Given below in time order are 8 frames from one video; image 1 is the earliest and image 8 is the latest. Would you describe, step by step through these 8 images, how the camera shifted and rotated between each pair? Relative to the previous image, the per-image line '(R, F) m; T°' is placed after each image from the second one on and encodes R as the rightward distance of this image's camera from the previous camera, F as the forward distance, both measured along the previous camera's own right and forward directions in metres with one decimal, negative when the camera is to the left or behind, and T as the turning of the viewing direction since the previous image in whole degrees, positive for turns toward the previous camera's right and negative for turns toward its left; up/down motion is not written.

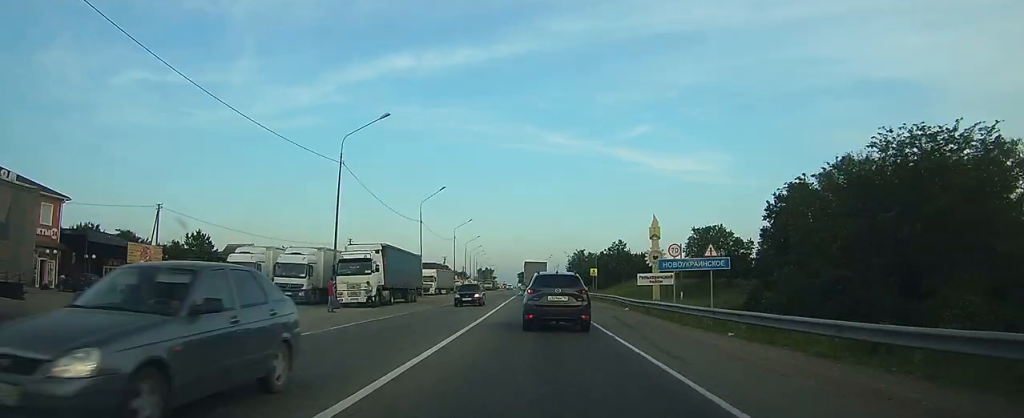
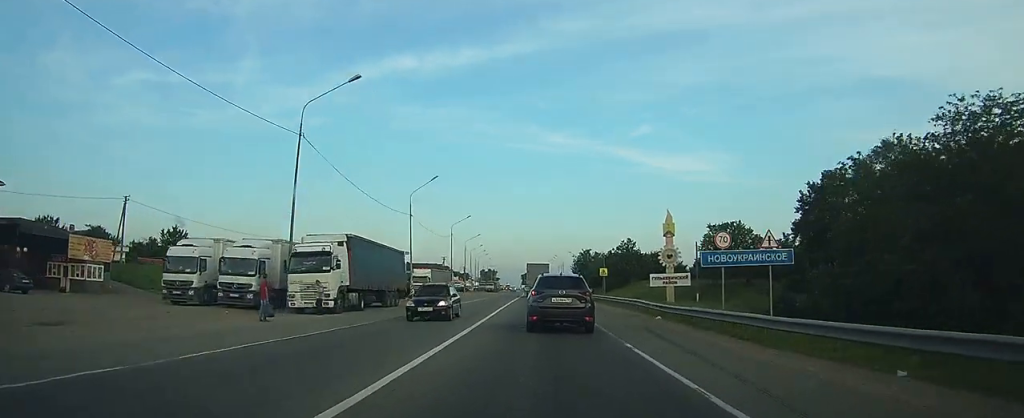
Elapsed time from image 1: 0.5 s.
(0.0, +8.2) m; 0°
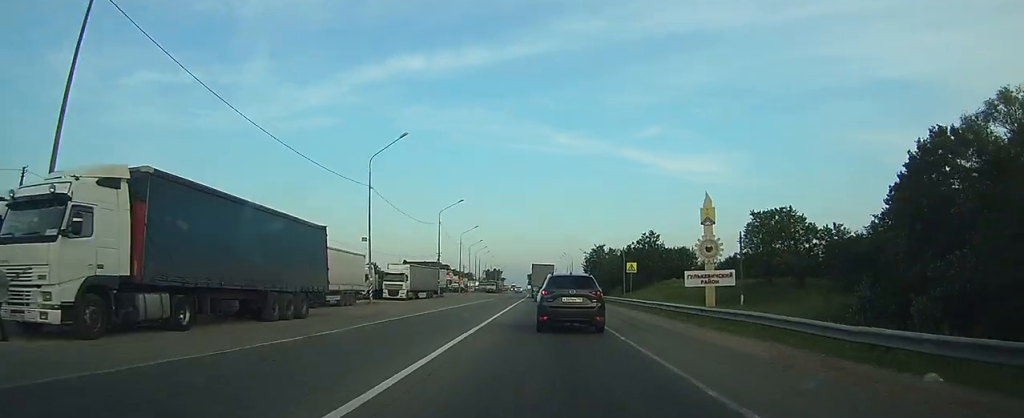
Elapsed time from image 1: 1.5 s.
(0.0, +18.6) m; 0°
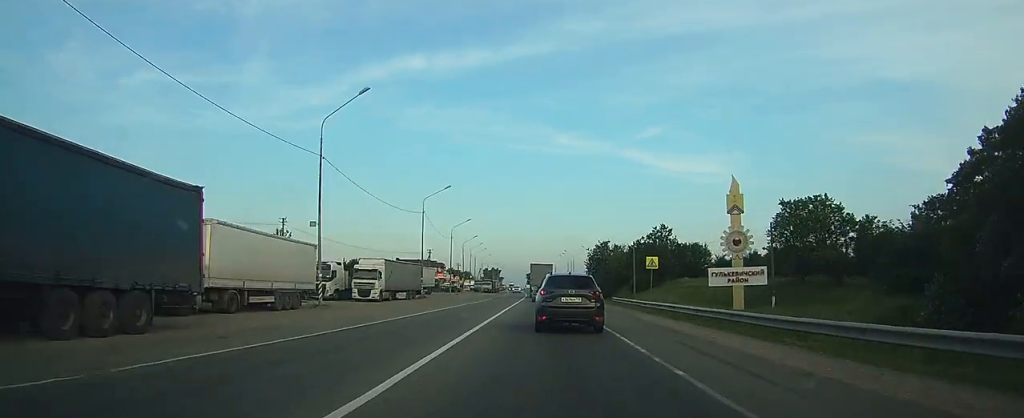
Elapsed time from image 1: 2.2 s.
(0.0, +10.8) m; -1°
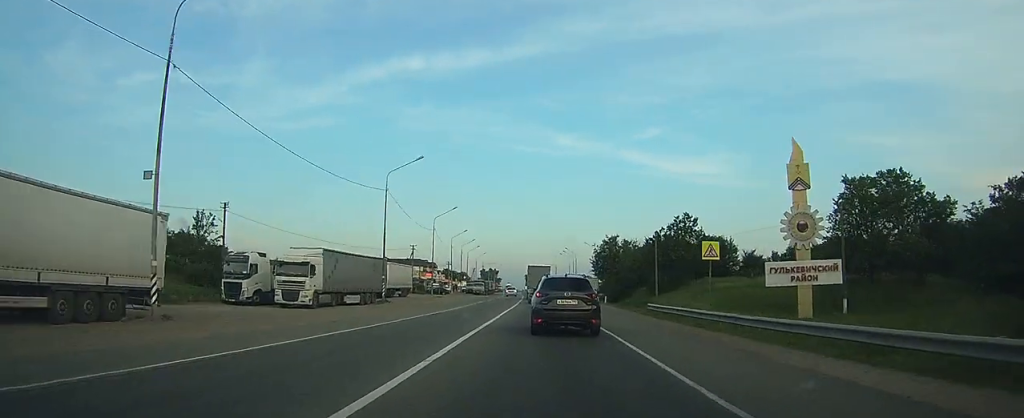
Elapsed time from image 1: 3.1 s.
(-0.2, +15.9) m; -3°
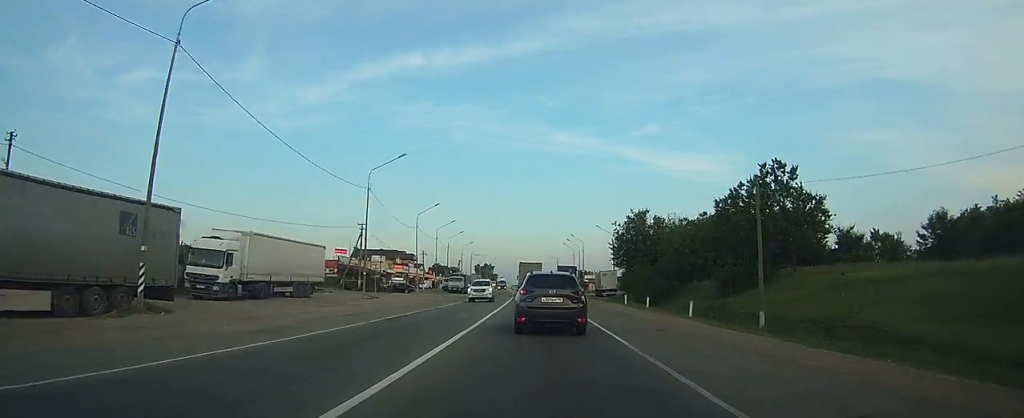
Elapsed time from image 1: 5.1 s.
(-1.1, +30.3) m; -2°
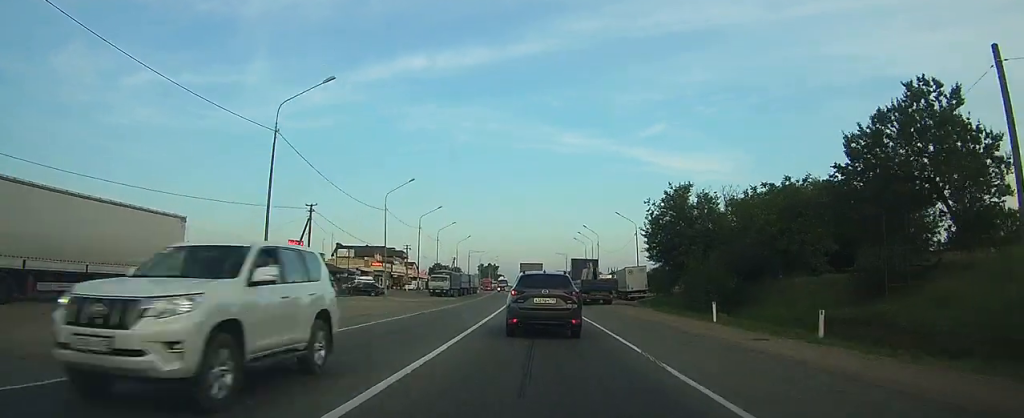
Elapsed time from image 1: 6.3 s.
(+0.2, +19.1) m; +2°
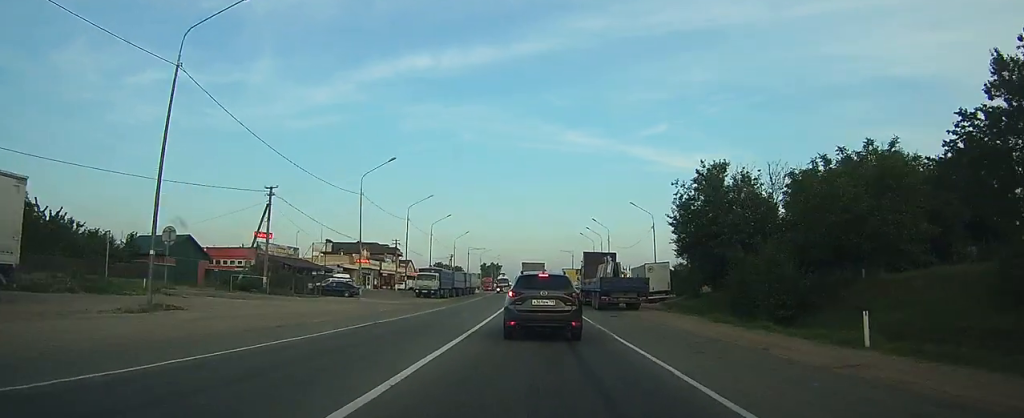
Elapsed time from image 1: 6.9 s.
(+0.2, +9.9) m; +1°
